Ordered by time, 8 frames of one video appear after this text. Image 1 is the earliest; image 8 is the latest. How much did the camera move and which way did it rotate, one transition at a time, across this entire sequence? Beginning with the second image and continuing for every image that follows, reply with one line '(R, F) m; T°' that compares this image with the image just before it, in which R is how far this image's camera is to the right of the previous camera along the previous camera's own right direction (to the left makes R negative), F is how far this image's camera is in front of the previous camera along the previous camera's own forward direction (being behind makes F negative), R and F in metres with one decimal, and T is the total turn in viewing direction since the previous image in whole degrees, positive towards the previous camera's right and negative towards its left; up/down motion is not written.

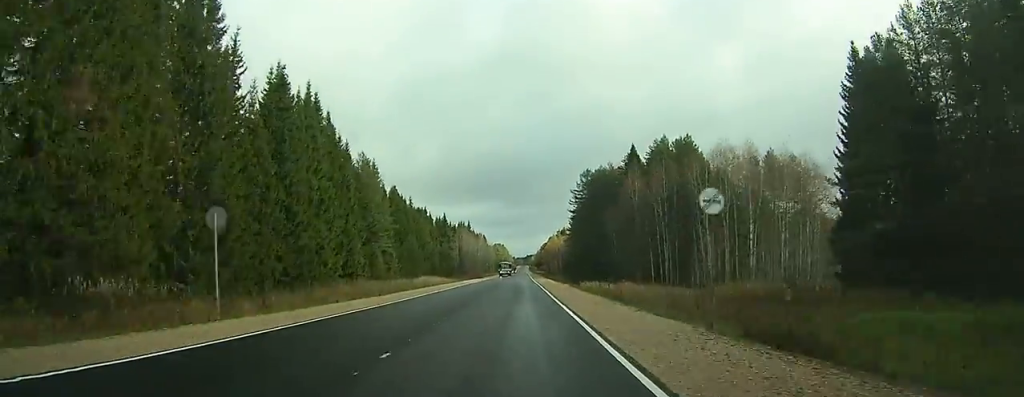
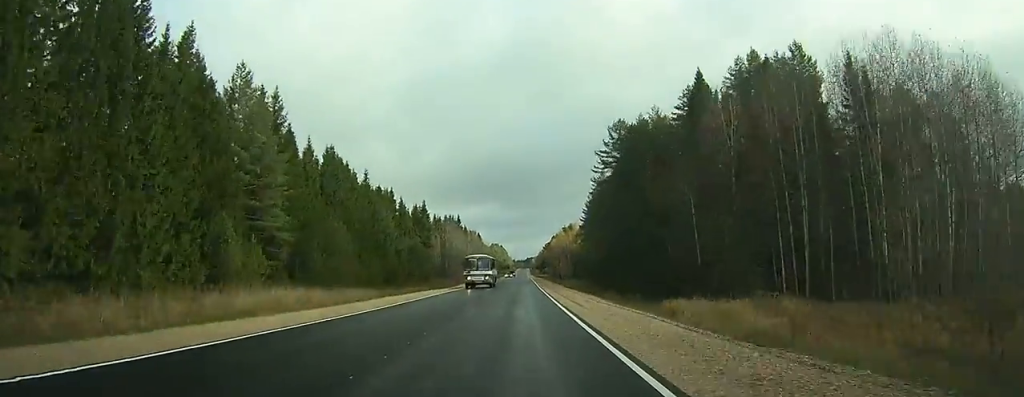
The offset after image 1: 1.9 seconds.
(-0.1, +45.6) m; 0°
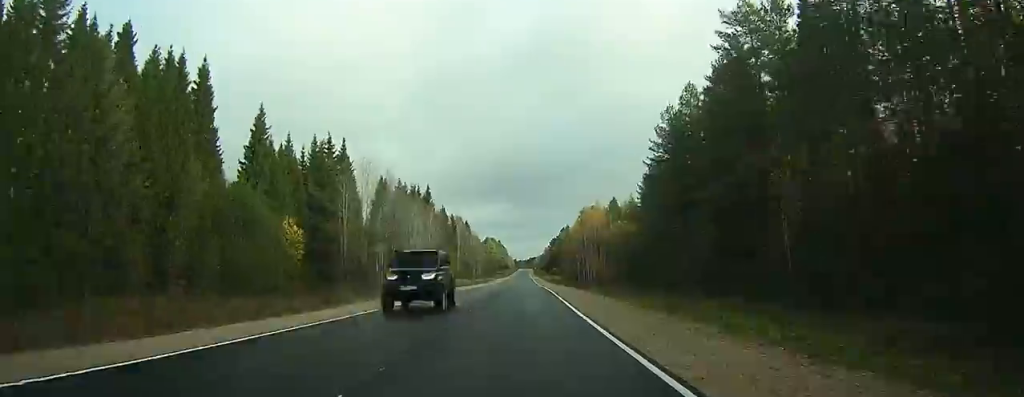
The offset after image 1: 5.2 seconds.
(+0.4, +82.5) m; 0°
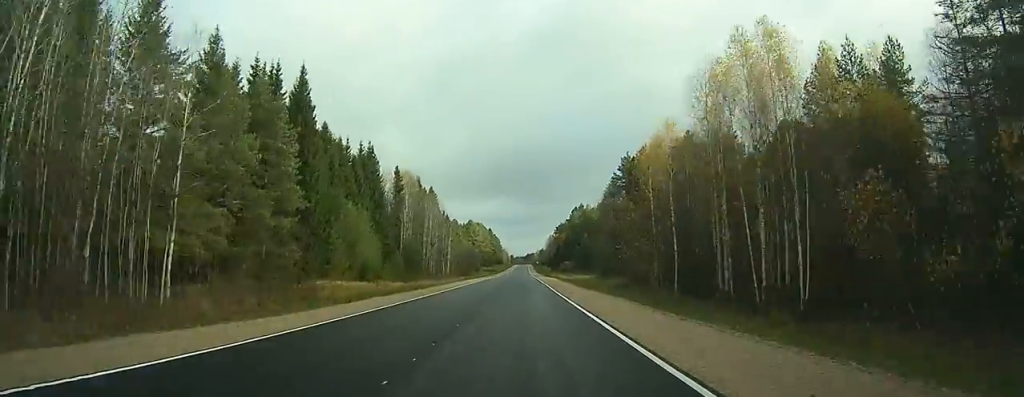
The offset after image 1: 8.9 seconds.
(-0.2, +93.0) m; 0°
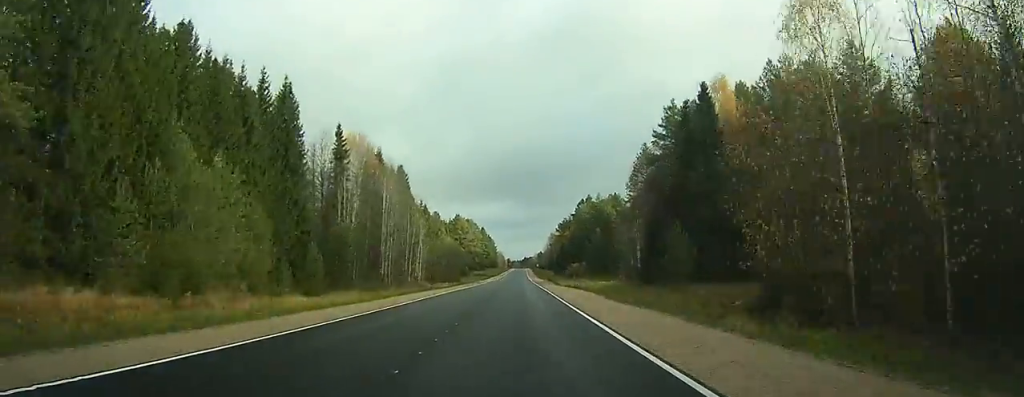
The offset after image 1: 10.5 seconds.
(0.0, +38.4) m; 0°
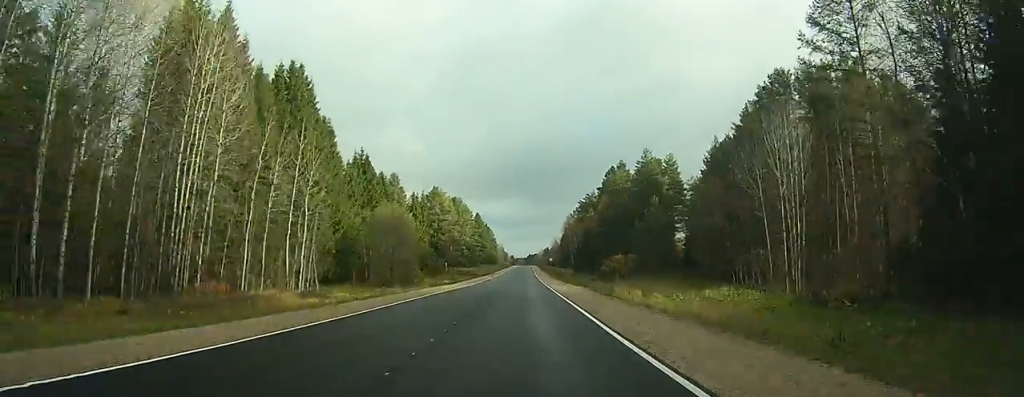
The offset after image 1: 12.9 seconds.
(-0.1, +61.7) m; 0°
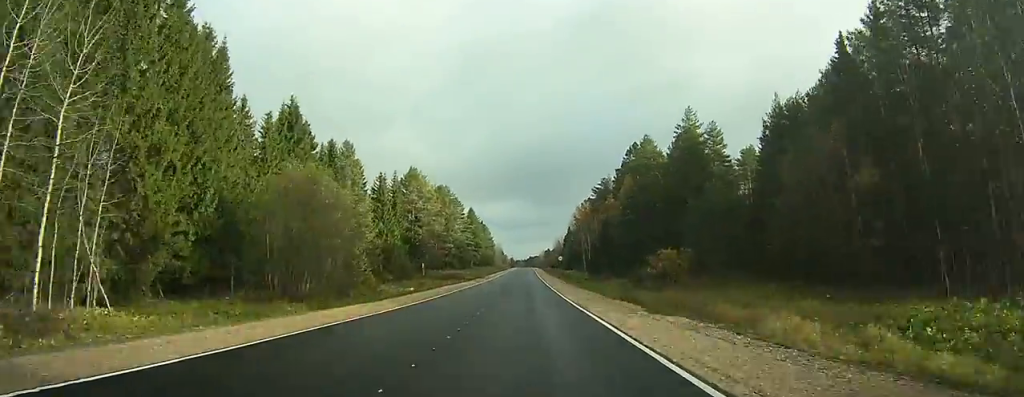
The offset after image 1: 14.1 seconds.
(0.0, +30.0) m; 0°
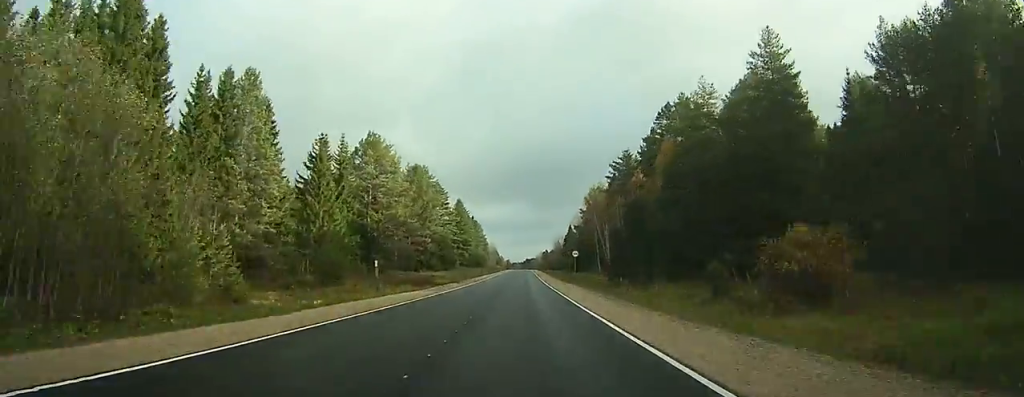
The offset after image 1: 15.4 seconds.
(0.0, +29.9) m; 0°
